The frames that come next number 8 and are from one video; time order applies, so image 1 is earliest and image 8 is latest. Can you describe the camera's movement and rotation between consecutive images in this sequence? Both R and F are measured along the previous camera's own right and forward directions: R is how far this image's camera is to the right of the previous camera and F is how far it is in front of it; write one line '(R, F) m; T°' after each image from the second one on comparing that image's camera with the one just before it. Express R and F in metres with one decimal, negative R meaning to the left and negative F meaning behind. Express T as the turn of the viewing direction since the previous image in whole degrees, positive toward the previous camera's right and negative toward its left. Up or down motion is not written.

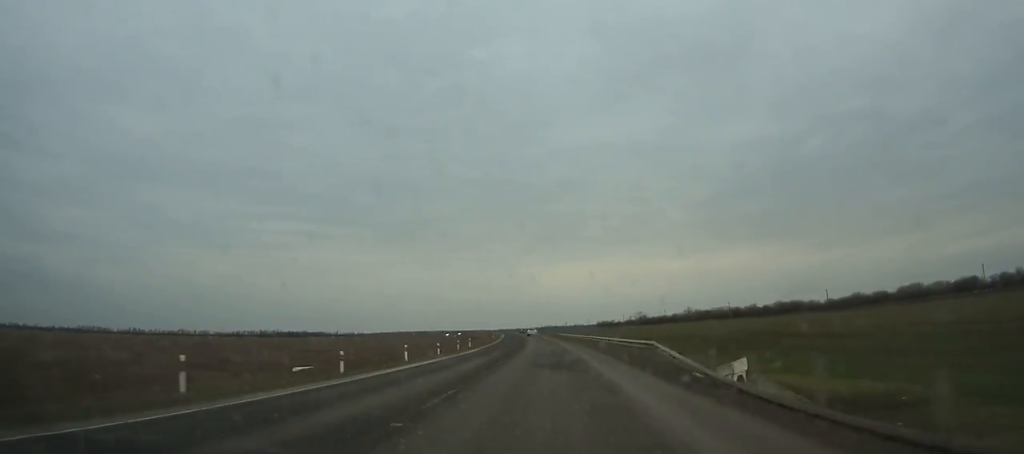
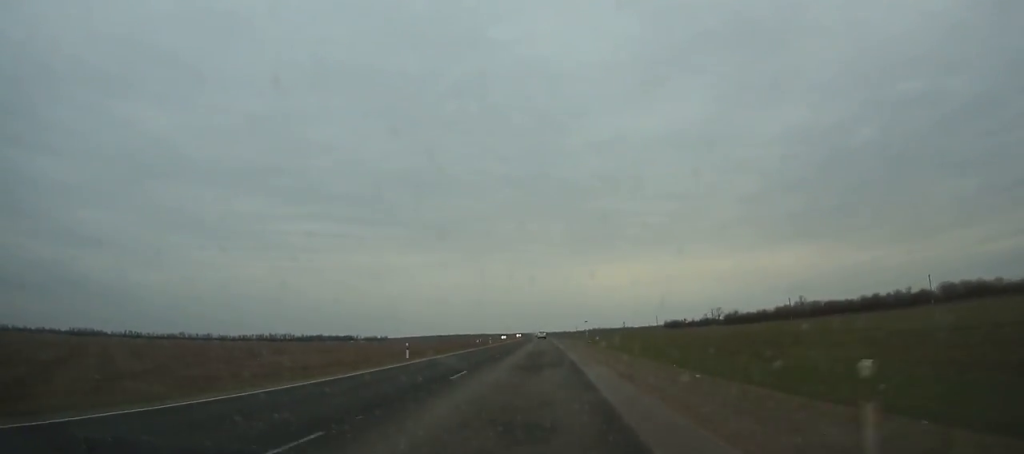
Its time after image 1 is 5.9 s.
(-5.0, +136.8) m; -4°
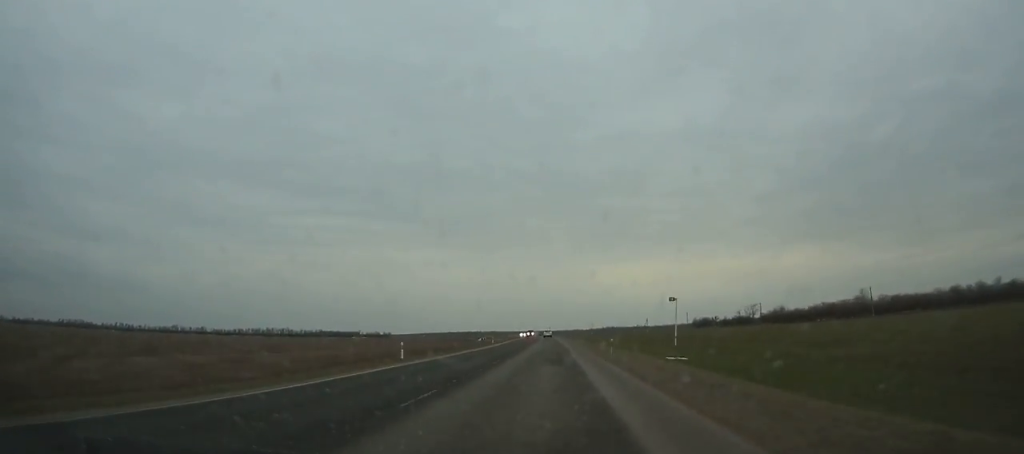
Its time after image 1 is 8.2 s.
(-0.8, +54.1) m; -1°
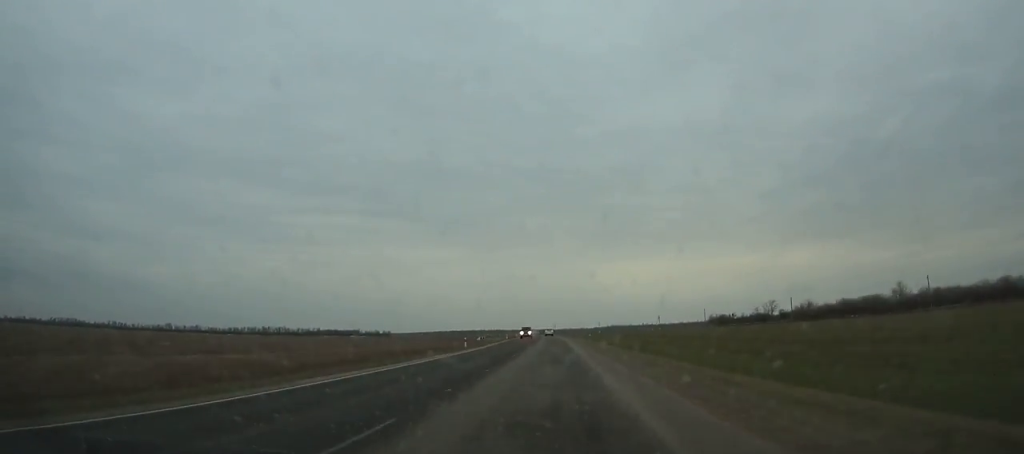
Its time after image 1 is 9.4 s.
(-0.1, +28.4) m; 0°
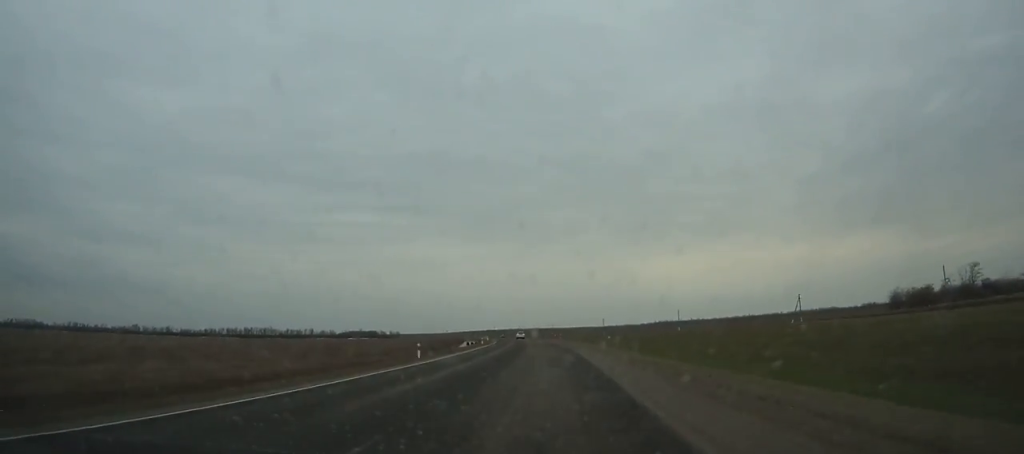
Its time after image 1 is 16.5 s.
(-5.8, +168.8) m; -5°
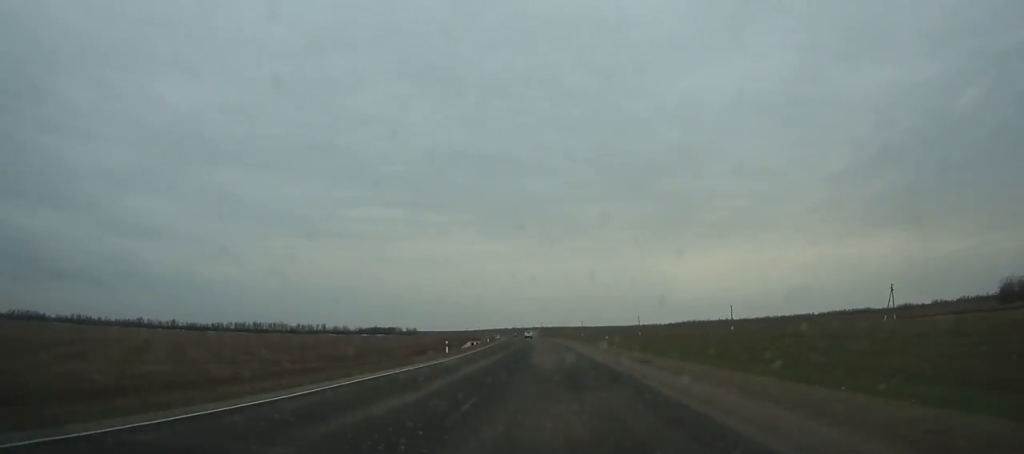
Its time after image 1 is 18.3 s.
(-0.7, +42.9) m; -2°
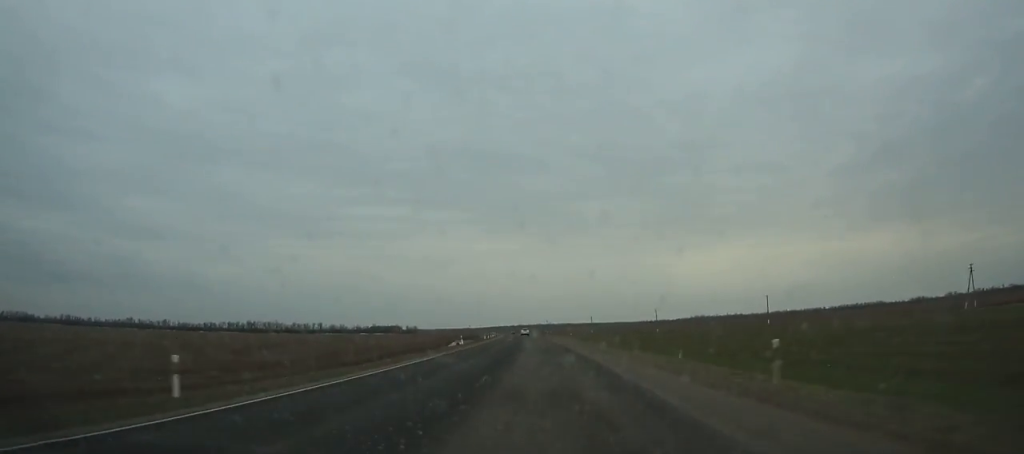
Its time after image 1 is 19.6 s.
(-0.5, +31.1) m; -1°
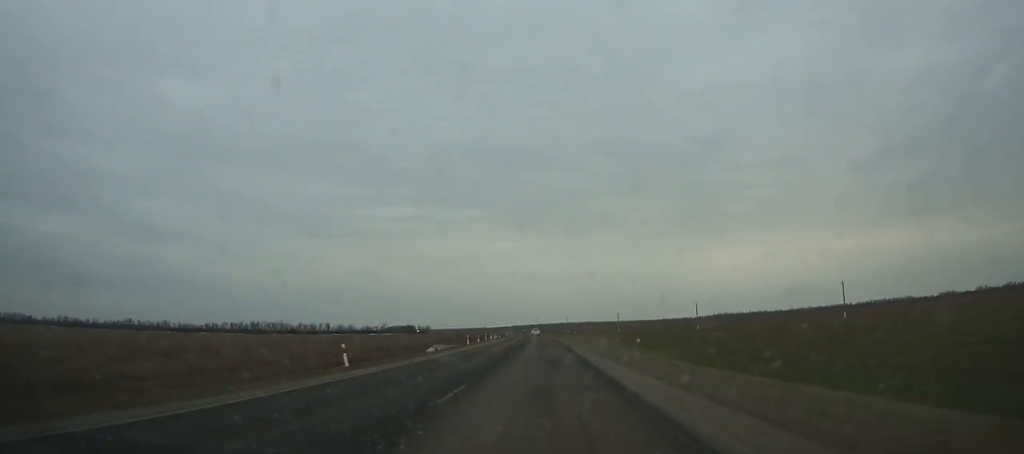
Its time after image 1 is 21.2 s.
(-0.5, +38.3) m; -1°
